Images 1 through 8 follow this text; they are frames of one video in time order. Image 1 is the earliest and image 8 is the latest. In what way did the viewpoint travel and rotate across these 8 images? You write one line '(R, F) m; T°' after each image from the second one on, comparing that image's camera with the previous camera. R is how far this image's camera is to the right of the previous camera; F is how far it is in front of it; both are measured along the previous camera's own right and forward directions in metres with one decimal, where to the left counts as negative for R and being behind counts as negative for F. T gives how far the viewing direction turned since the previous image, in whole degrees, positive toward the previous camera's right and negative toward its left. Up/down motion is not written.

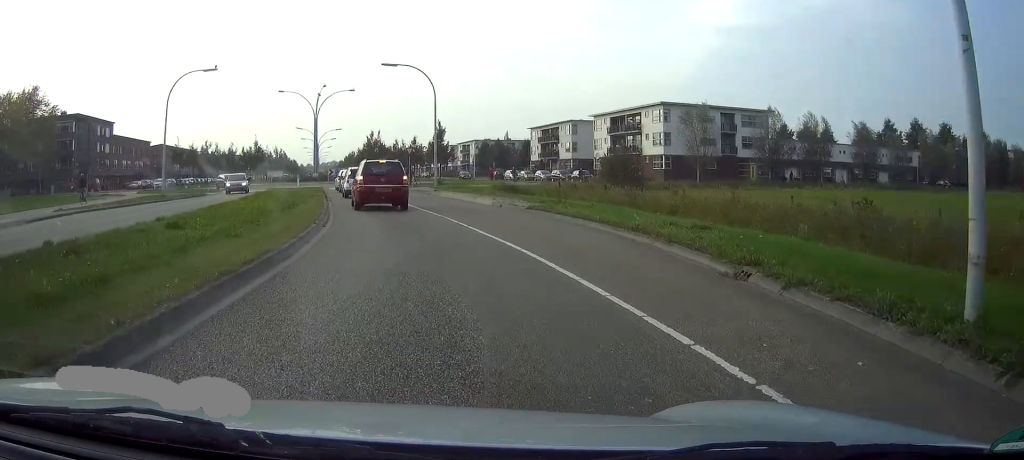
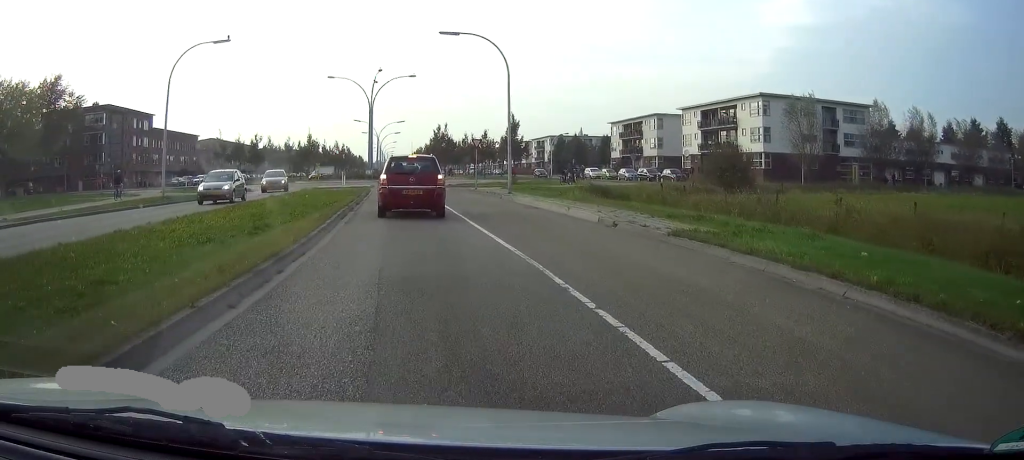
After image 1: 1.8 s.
(-0.7, +9.2) m; -12°
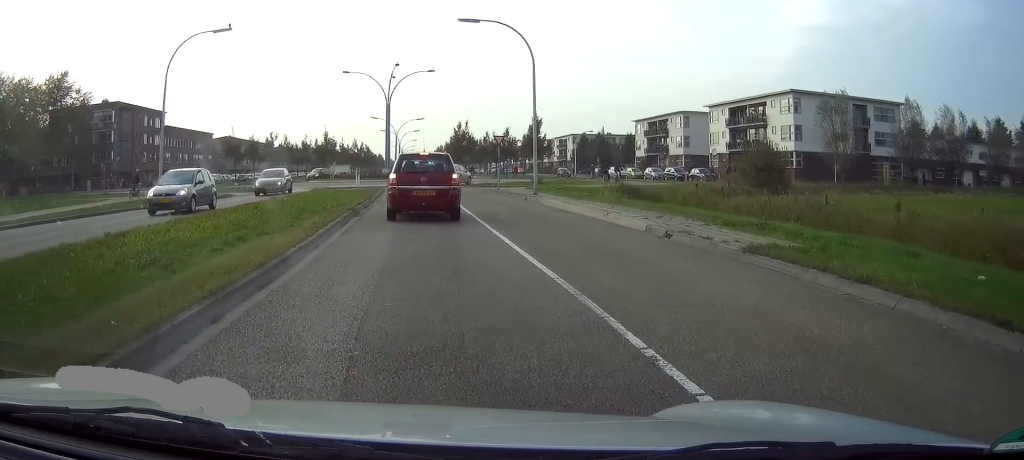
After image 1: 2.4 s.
(-0.1, +2.5) m; -3°
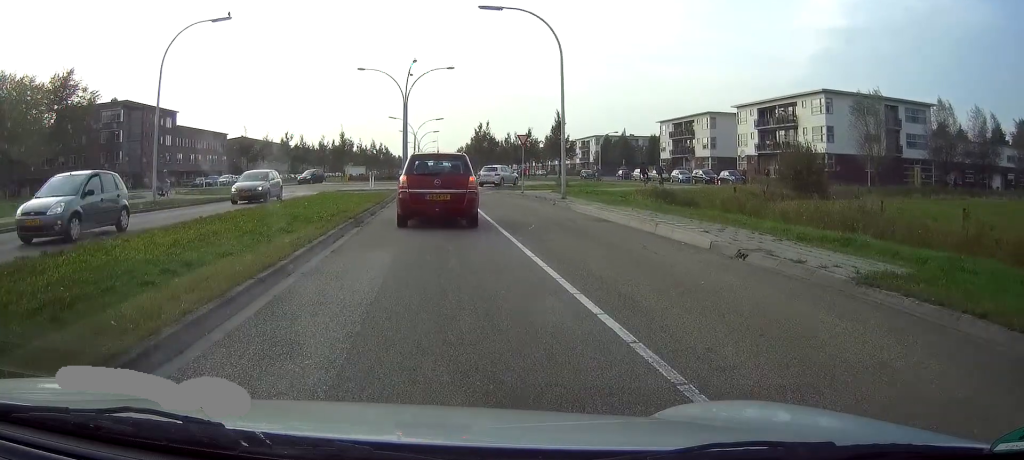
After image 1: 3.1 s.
(-0.1, +2.6) m; -3°
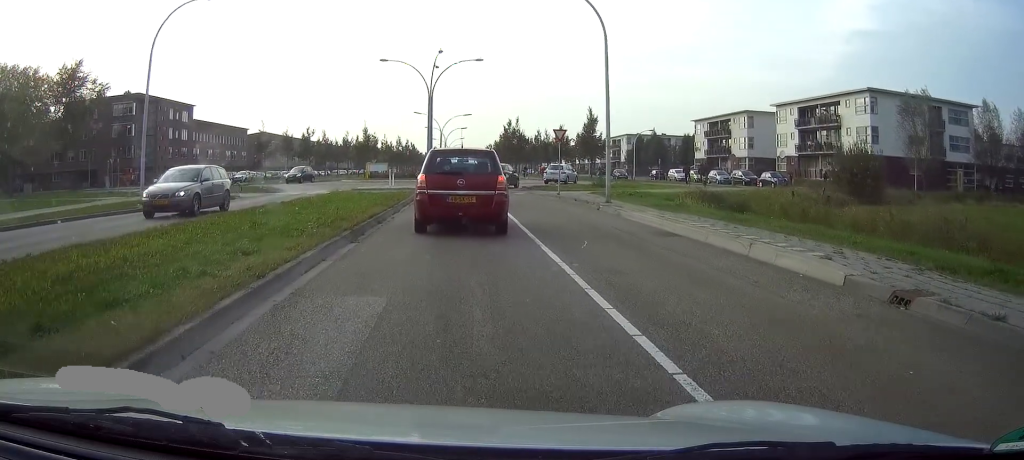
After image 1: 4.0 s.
(-0.1, +3.5) m; -3°
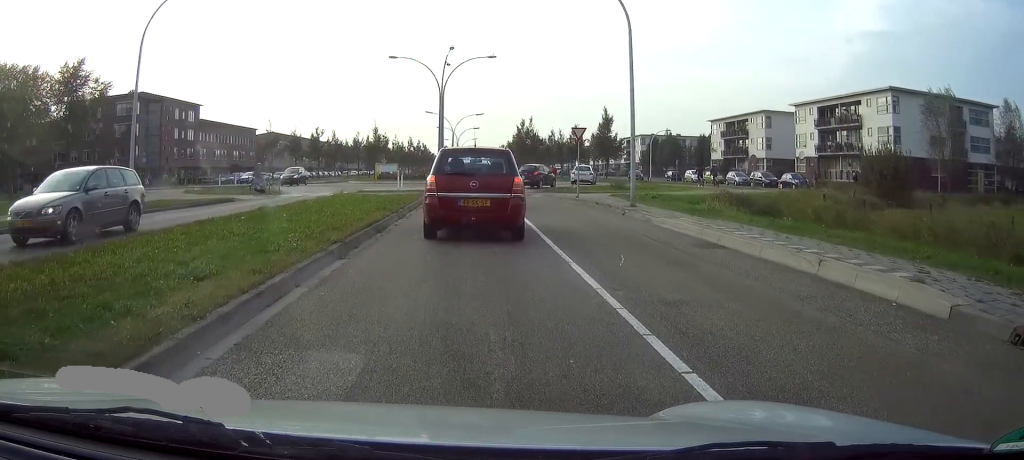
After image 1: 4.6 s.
(0.0, +1.8) m; -1°
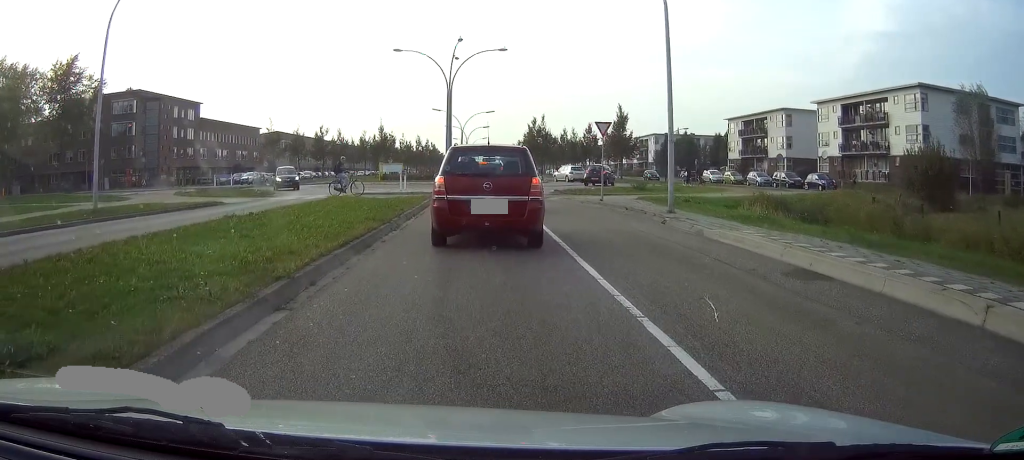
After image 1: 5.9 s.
(0.0, +3.5) m; -5°
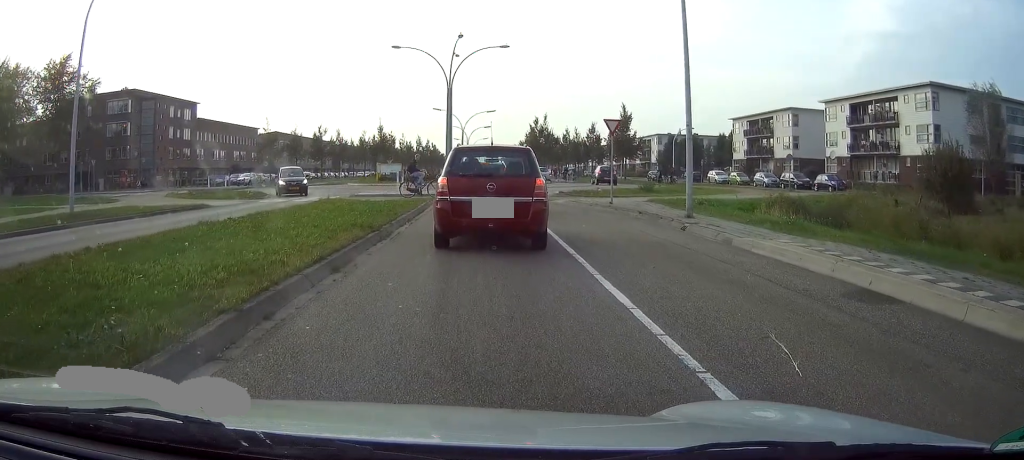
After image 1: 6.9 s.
(-0.2, +1.8) m; -1°
